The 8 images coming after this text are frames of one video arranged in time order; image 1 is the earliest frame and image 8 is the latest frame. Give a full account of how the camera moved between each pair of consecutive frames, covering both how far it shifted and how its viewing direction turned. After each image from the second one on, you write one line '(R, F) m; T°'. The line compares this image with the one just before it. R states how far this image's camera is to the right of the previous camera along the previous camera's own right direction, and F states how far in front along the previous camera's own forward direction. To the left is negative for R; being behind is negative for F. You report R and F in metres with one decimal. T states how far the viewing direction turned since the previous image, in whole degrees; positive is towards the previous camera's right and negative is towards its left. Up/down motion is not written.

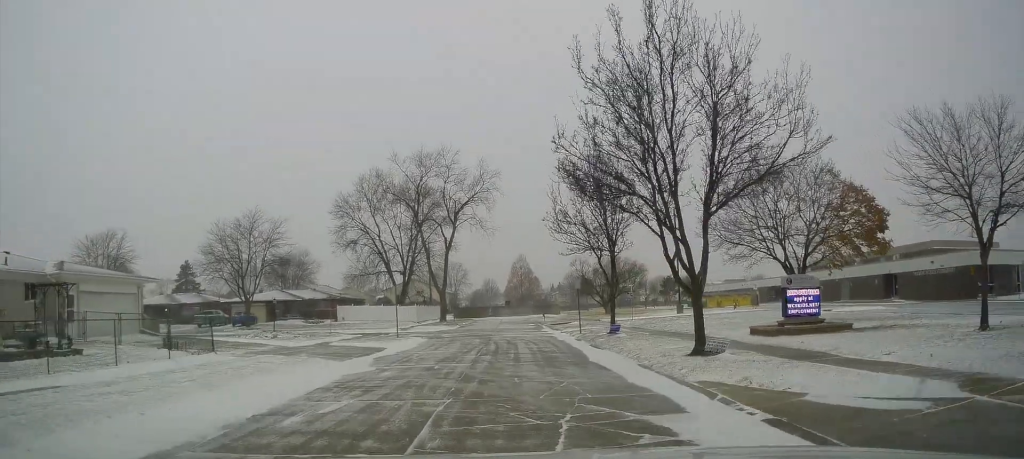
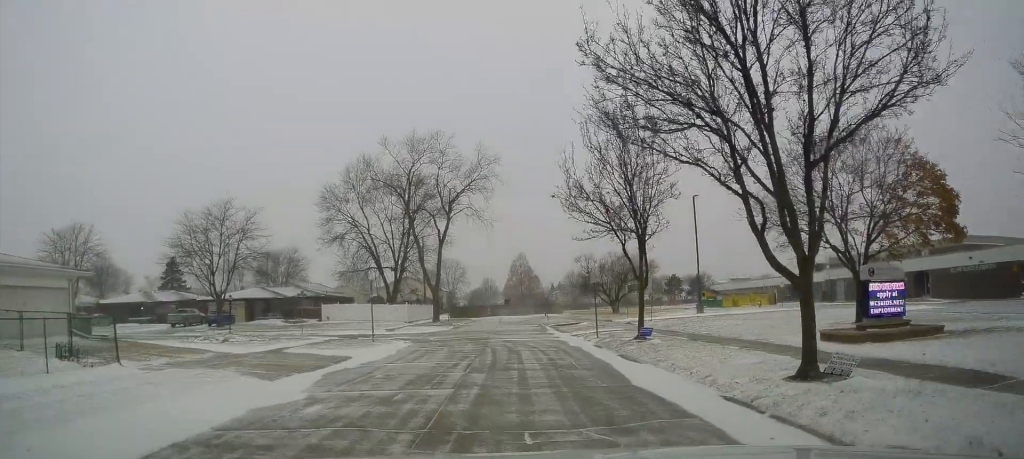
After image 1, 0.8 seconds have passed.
(0.0, +6.0) m; 0°
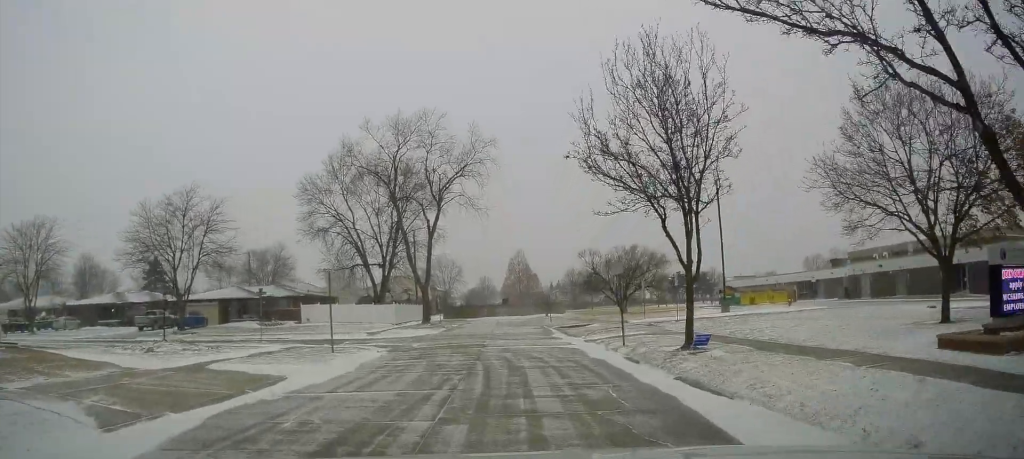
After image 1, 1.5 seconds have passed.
(0.0, +5.7) m; 0°
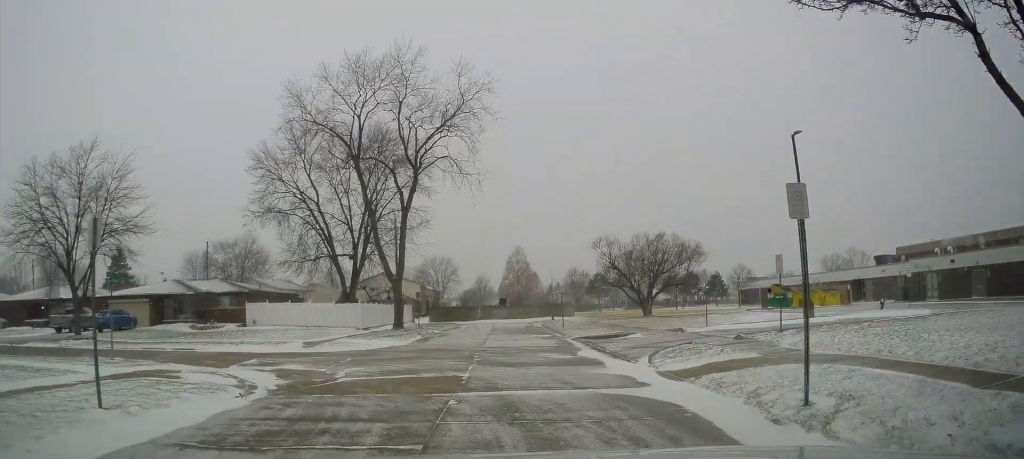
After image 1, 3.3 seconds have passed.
(0.0, +11.8) m; 0°
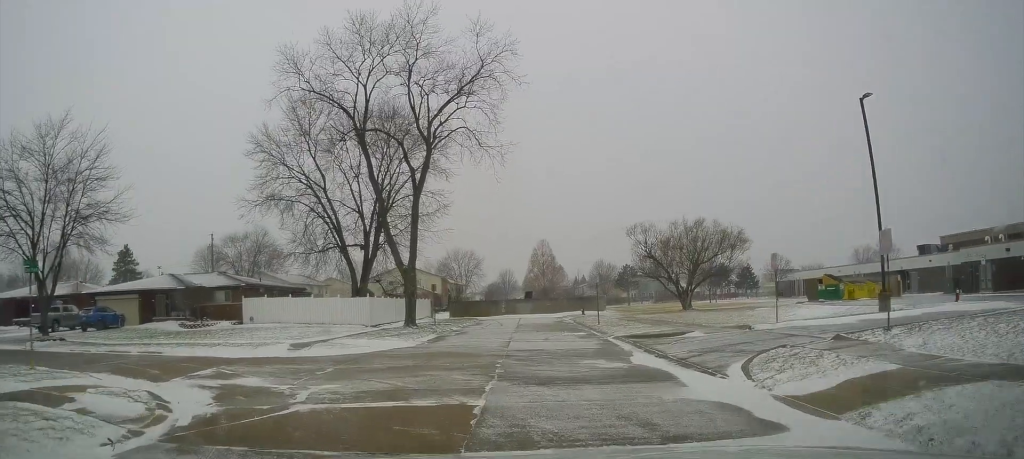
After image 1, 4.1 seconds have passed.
(0.0, +4.7) m; -3°
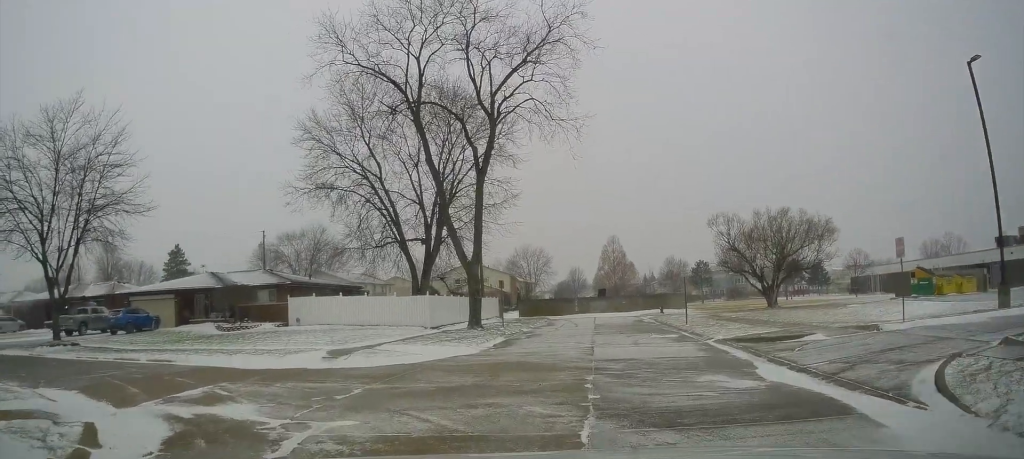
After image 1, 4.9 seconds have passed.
(0.0, +4.0) m; -9°
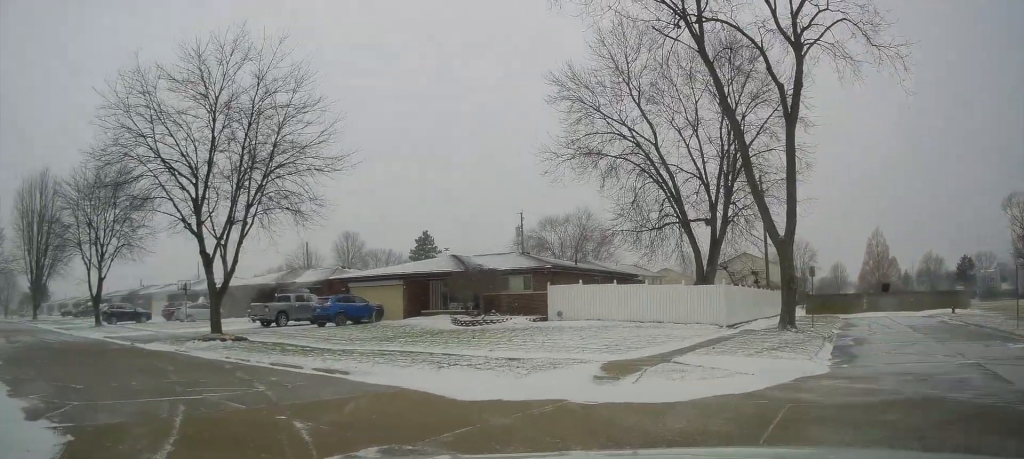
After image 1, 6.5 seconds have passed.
(-2.5, +6.2) m; -40°
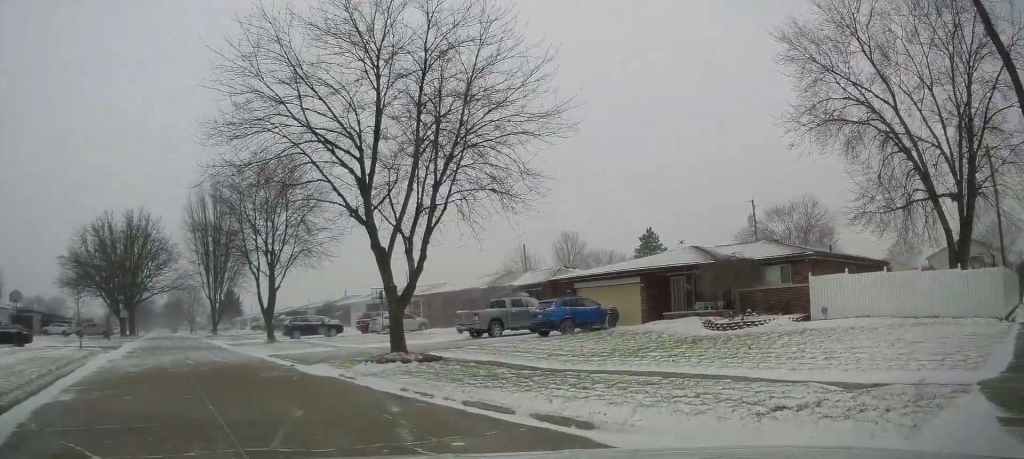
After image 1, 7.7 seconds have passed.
(-0.8, +5.7) m; -17°
